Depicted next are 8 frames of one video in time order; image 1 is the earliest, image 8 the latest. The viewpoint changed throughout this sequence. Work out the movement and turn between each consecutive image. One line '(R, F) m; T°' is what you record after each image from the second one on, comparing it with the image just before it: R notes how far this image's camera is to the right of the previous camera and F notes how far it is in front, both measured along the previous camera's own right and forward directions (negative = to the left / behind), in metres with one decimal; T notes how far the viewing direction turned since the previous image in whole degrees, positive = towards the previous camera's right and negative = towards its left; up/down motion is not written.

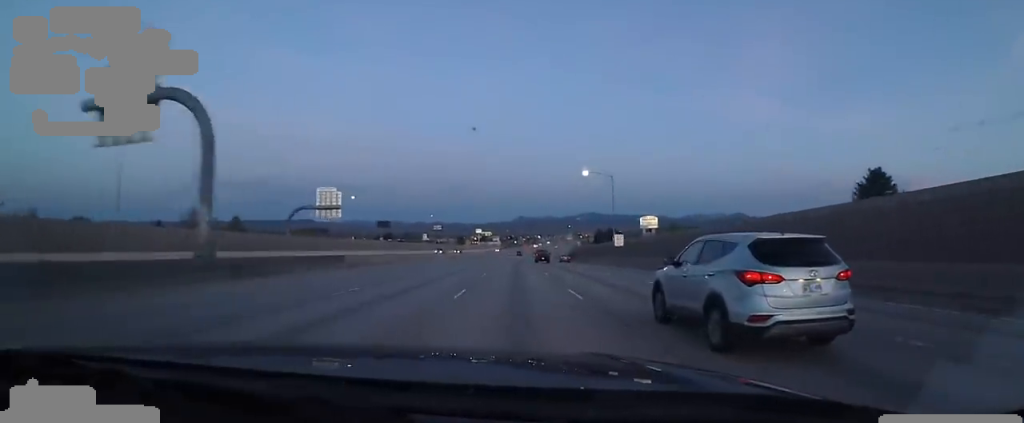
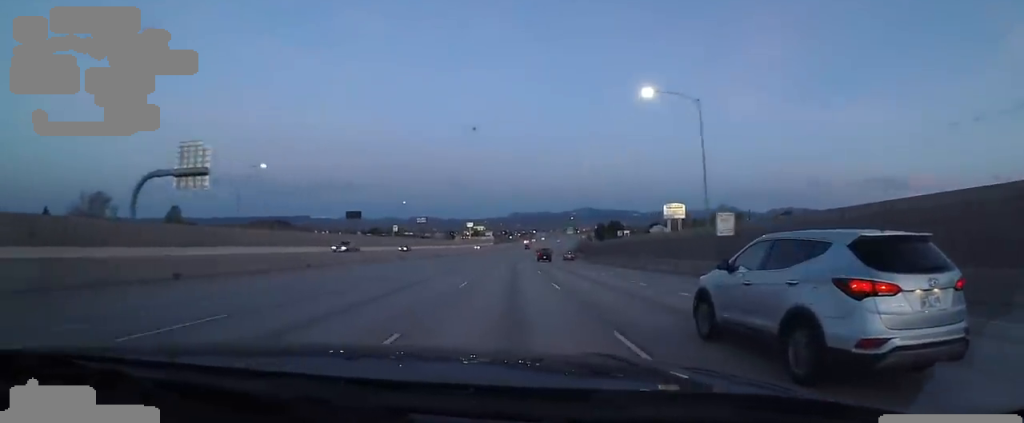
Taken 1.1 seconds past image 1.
(0.0, +32.3) m; 0°
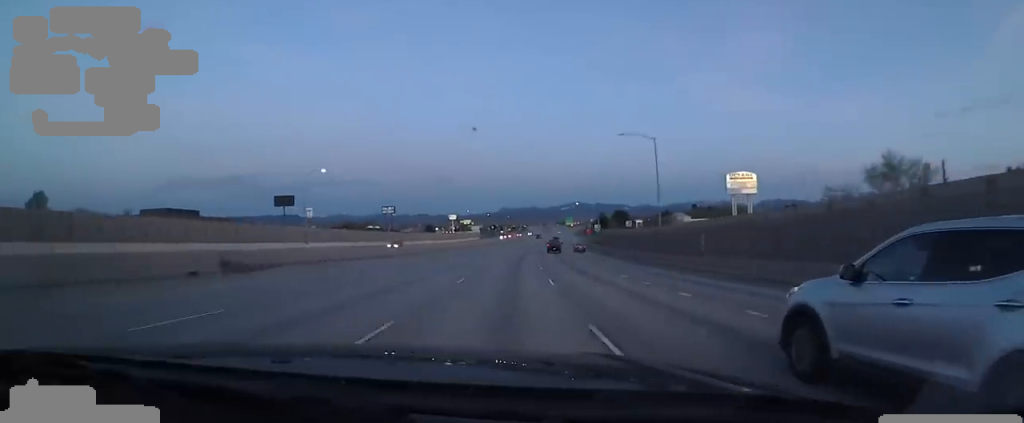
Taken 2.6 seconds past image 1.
(+0.5, +47.4) m; +3°
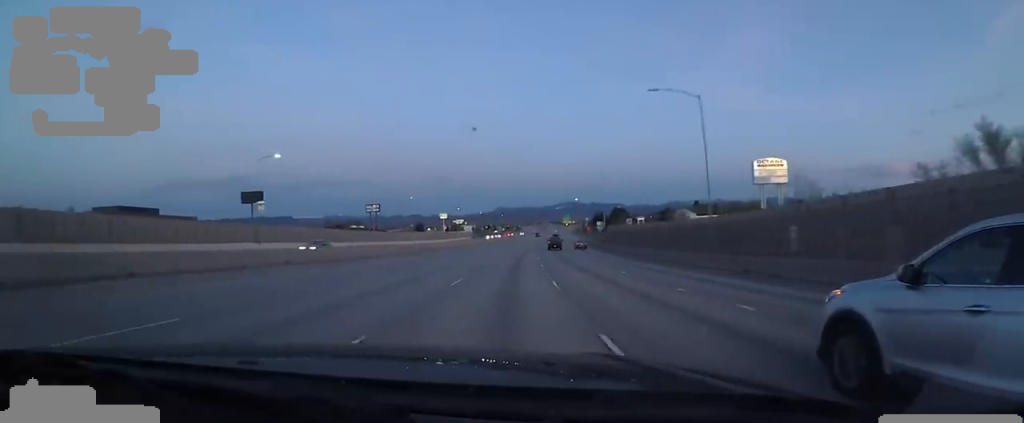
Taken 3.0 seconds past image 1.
(+0.5, +13.8) m; +1°
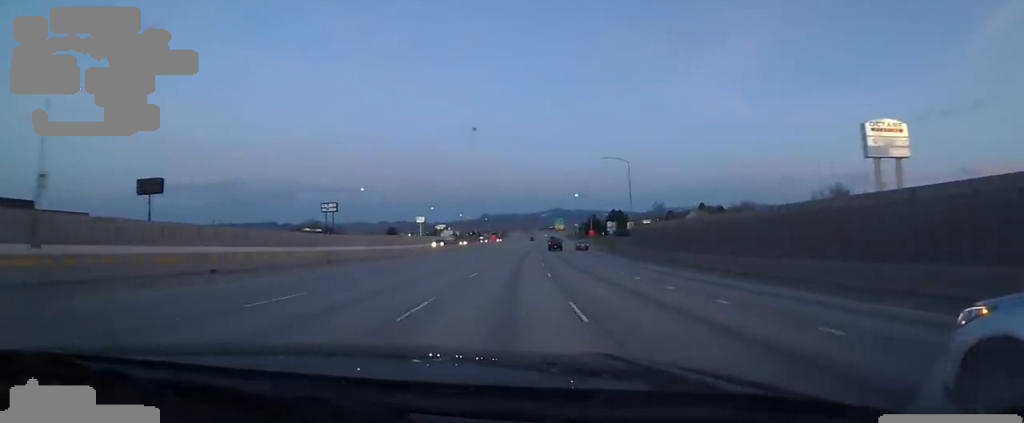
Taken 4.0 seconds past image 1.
(+0.5, +31.9) m; 0°
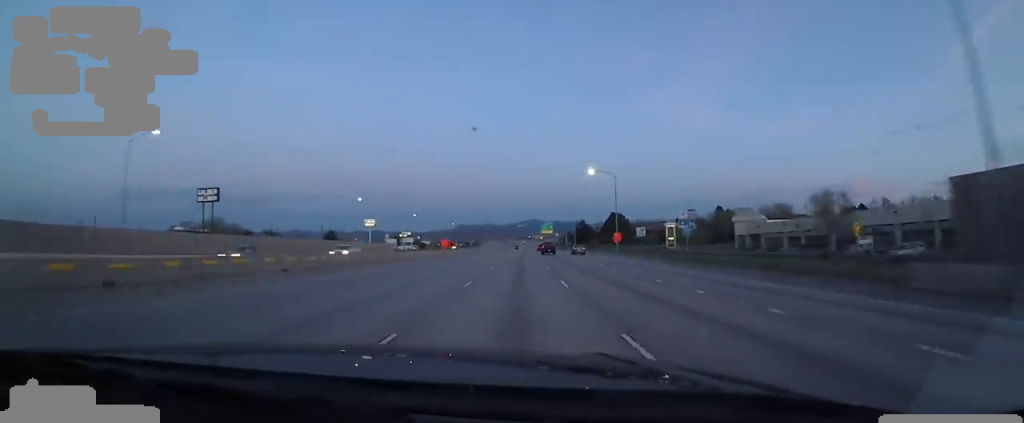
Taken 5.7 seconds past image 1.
(-0.2, +53.3) m; +3°
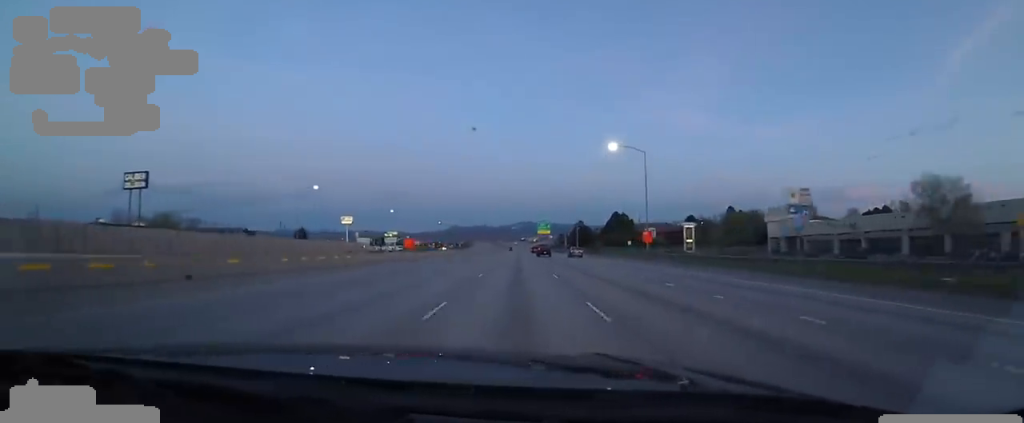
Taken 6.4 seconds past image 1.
(+1.4, +19.8) m; +2°
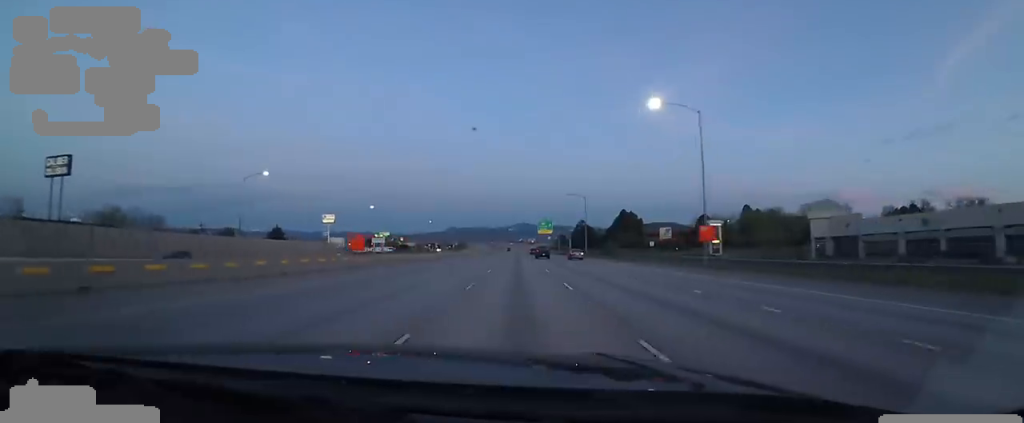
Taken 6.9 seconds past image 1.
(-0.3, +16.6) m; 0°
